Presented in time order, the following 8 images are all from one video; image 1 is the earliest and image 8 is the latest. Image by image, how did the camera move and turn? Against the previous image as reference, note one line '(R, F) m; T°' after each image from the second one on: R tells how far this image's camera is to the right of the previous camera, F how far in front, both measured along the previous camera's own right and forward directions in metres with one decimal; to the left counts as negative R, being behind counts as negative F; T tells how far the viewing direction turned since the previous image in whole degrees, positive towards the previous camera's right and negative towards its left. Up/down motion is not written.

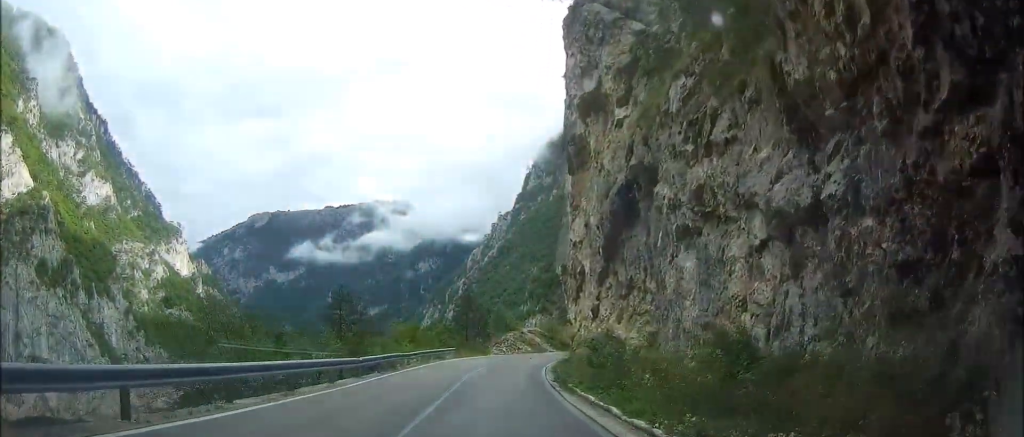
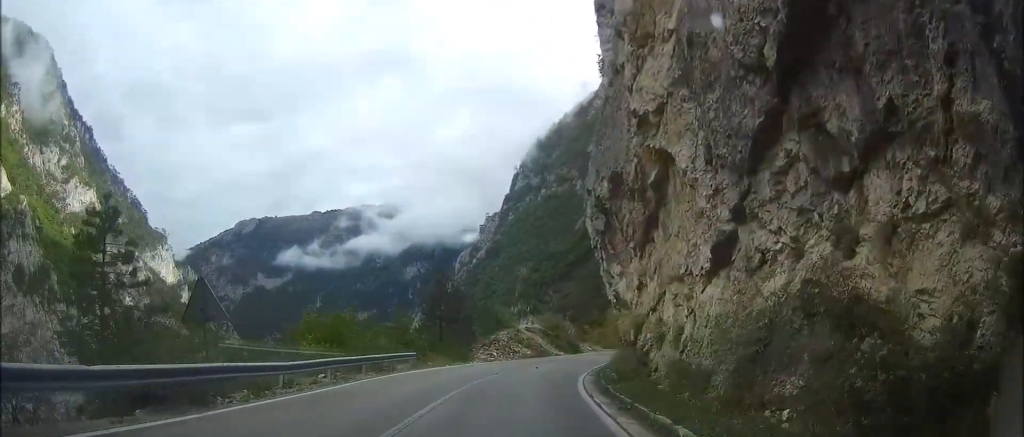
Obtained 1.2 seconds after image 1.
(-0.7, +20.8) m; -1°
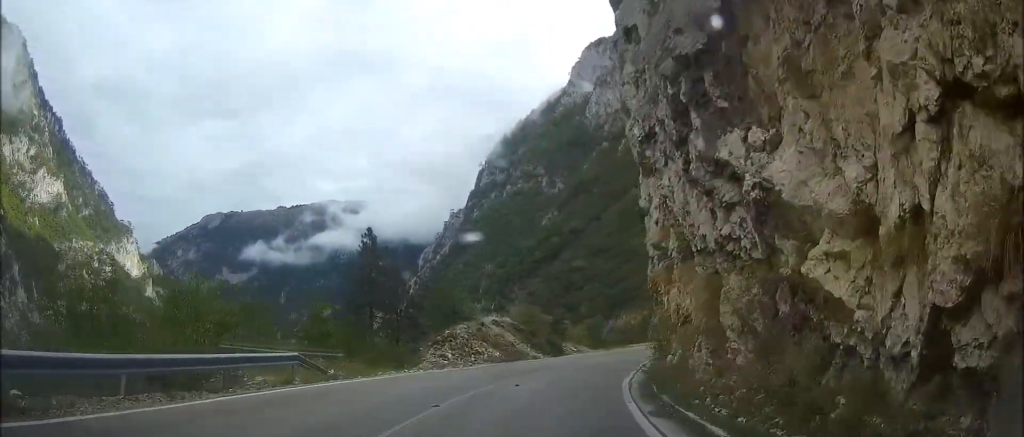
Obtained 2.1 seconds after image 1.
(+0.5, +17.2) m; +7°
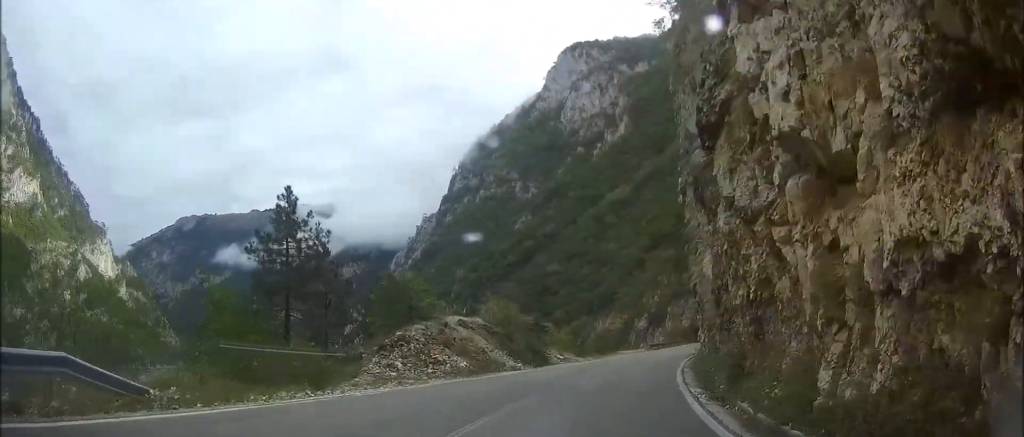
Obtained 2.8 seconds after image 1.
(+1.0, +11.4) m; +7°
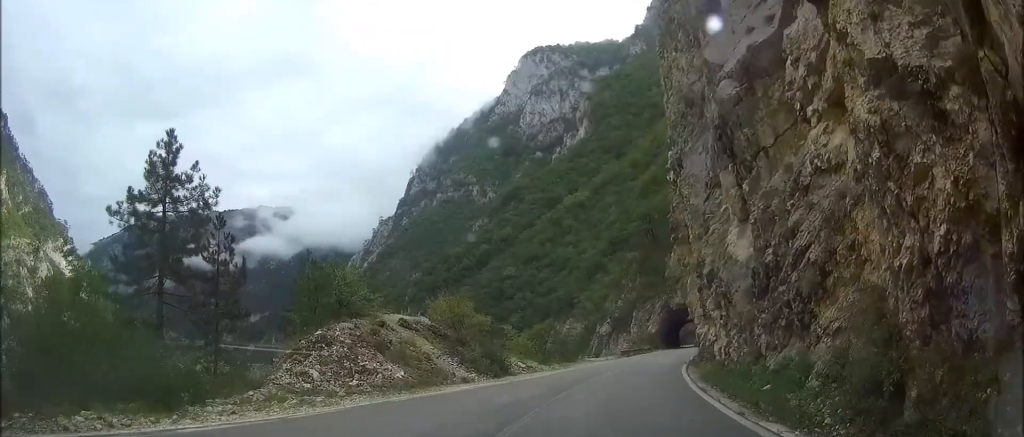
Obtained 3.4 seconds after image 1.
(+0.7, +8.1) m; +5°
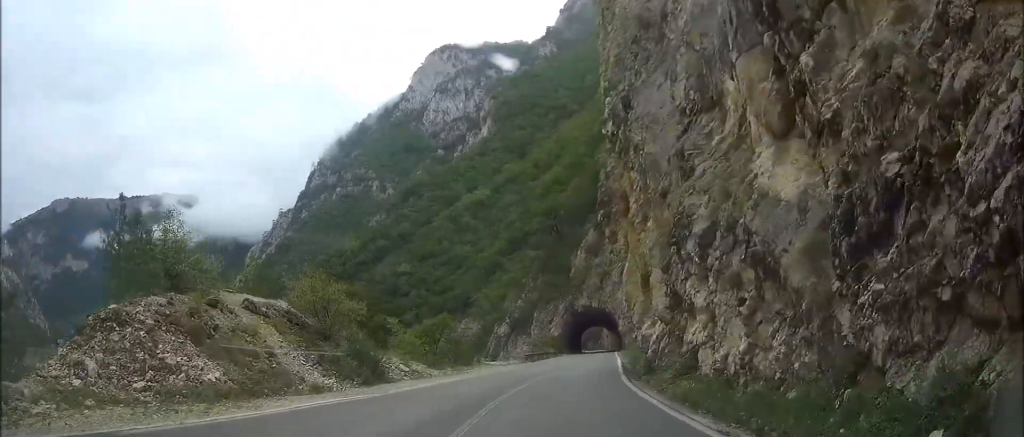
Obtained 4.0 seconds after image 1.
(+0.1, +9.6) m; +1°
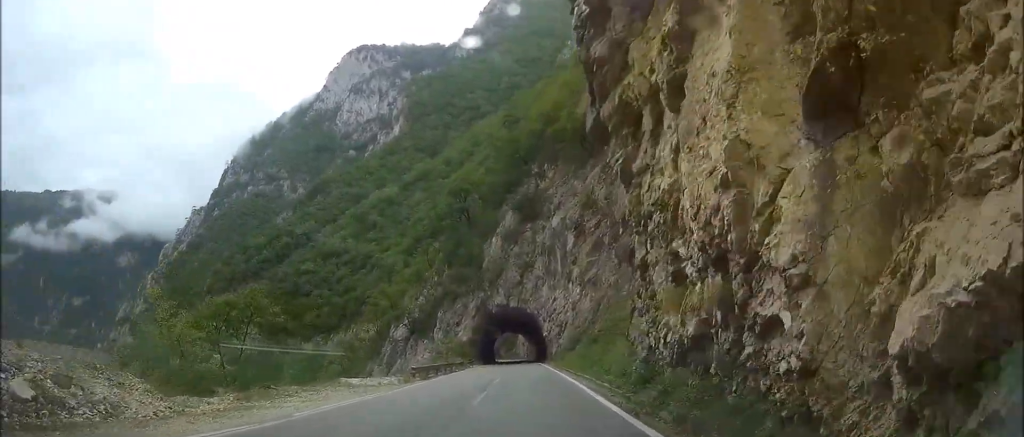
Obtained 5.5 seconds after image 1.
(+0.1, +22.5) m; 0°
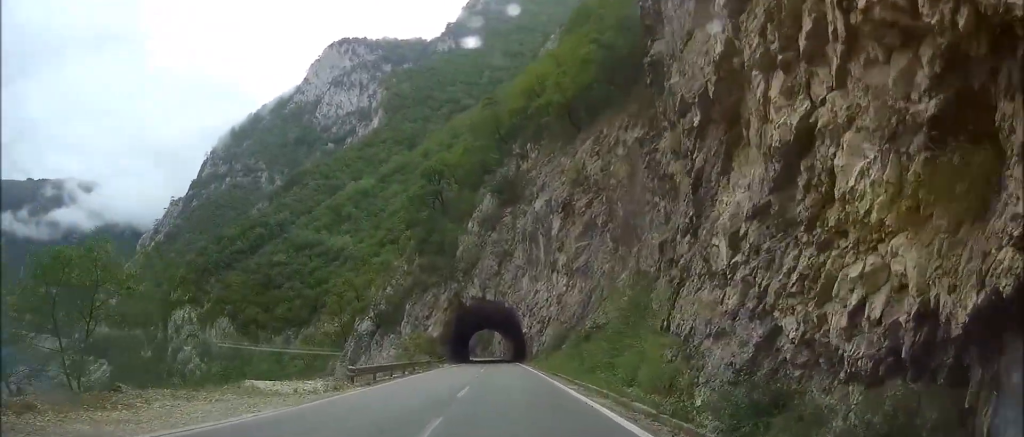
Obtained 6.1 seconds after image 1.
(0.0, +9.2) m; 0°
